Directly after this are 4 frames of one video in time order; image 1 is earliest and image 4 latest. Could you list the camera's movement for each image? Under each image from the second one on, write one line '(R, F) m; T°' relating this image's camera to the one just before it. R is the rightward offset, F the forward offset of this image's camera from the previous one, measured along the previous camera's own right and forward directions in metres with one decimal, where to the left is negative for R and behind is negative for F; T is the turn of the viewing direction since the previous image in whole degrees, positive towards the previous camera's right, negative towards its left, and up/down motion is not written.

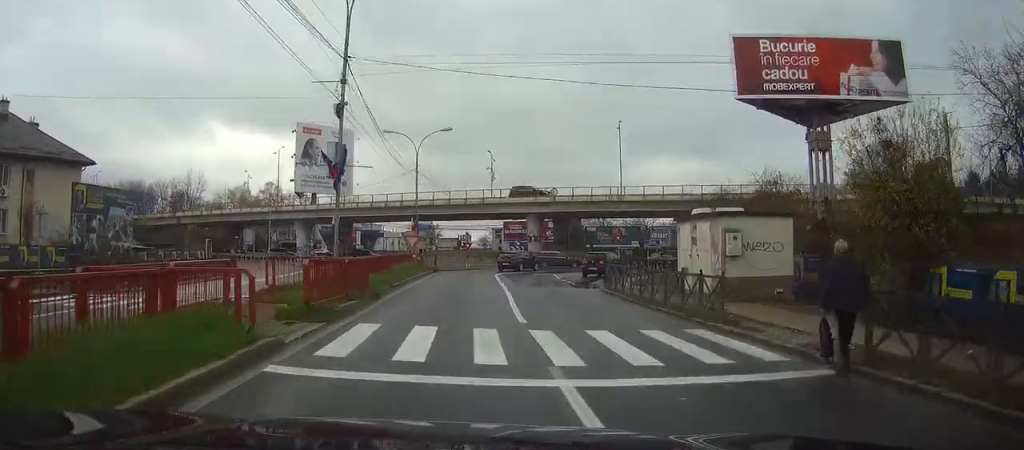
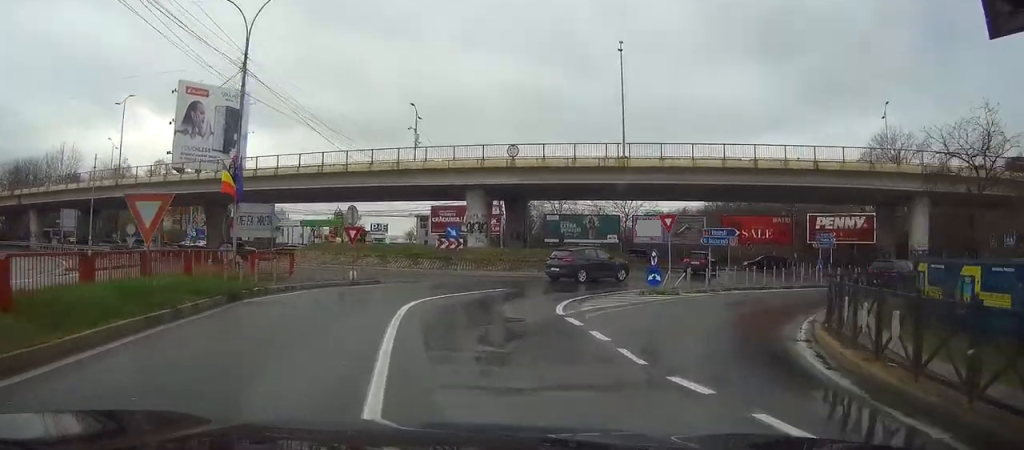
(+1.0, +26.0) m; +5°
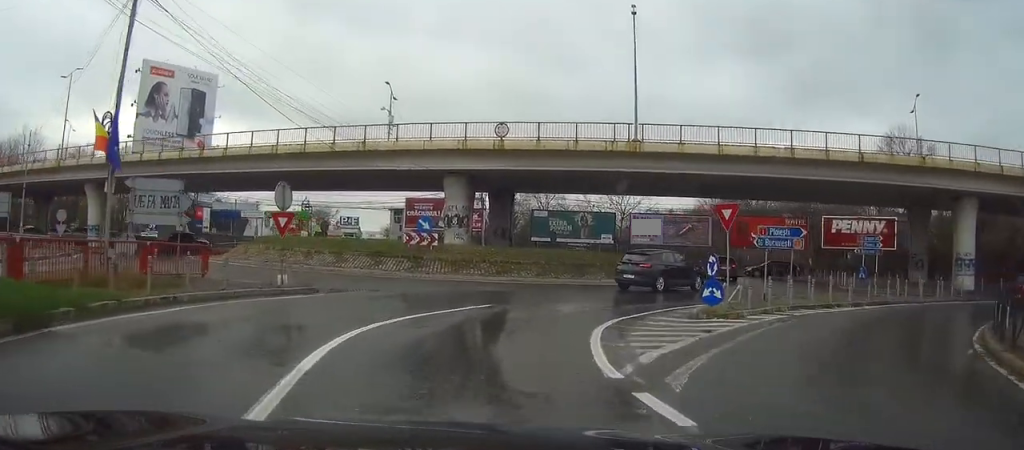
(+0.2, +7.5) m; +4°
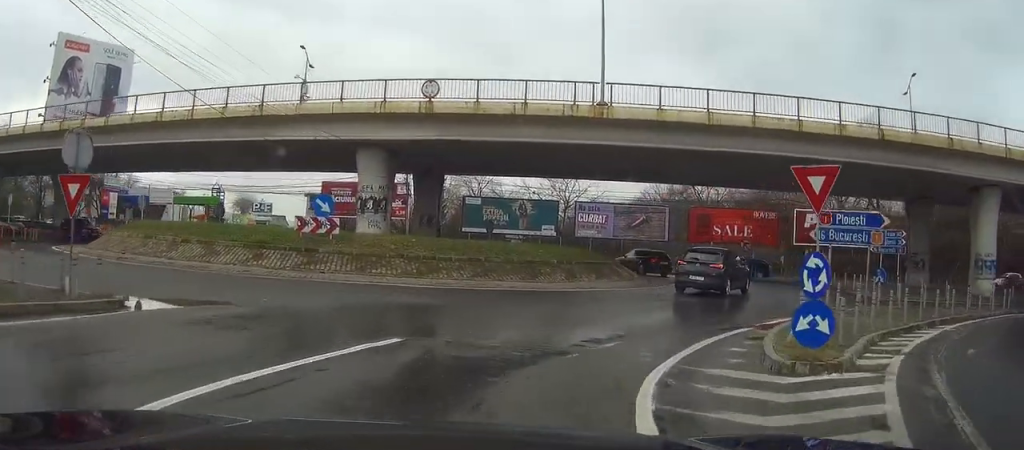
(+0.5, +8.5) m; +8°
